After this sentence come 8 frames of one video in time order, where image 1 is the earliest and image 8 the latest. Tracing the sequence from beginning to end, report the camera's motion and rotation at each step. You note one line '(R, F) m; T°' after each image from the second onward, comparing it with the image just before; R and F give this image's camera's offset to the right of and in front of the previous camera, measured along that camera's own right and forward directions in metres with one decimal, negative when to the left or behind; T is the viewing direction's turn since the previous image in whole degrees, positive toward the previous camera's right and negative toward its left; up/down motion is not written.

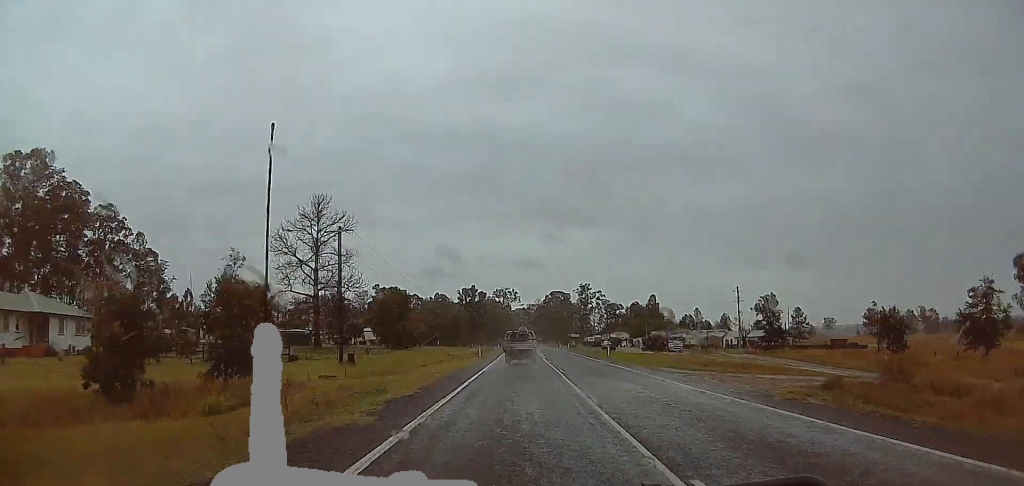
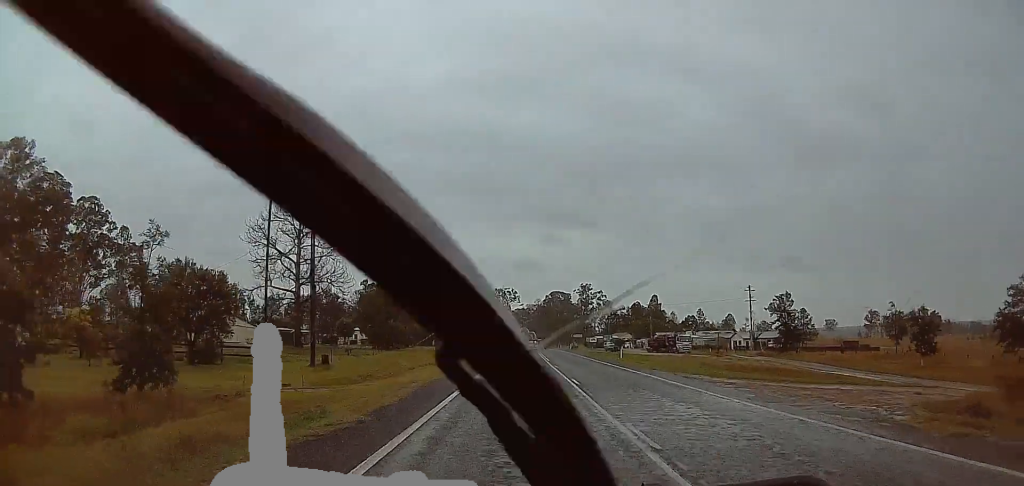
(0.0, +7.2) m; 0°
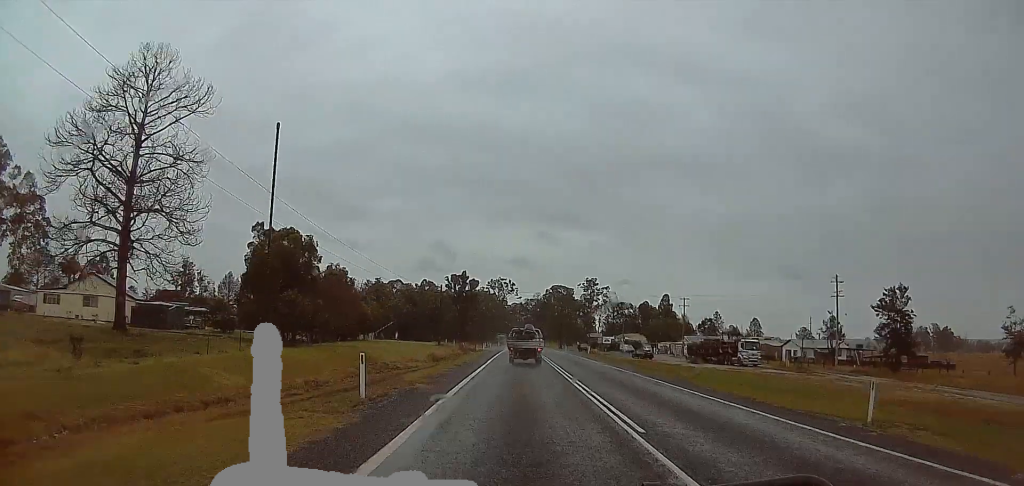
(0.0, +34.6) m; 0°
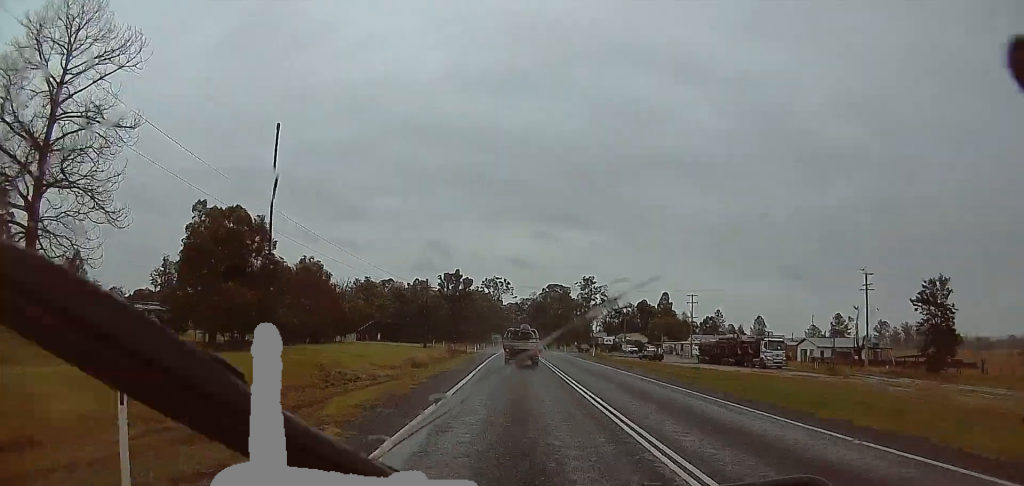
(0.0, +8.9) m; -1°
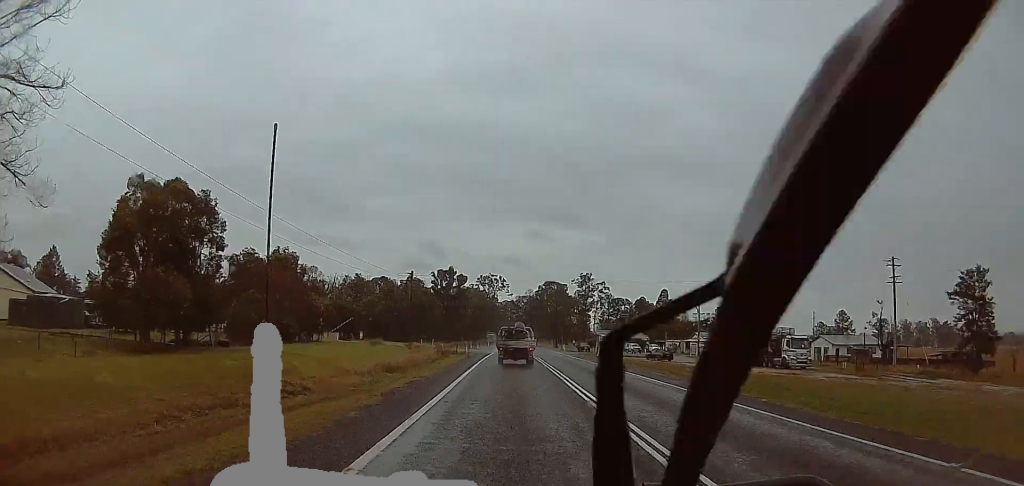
(+0.1, +6.6) m; -1°
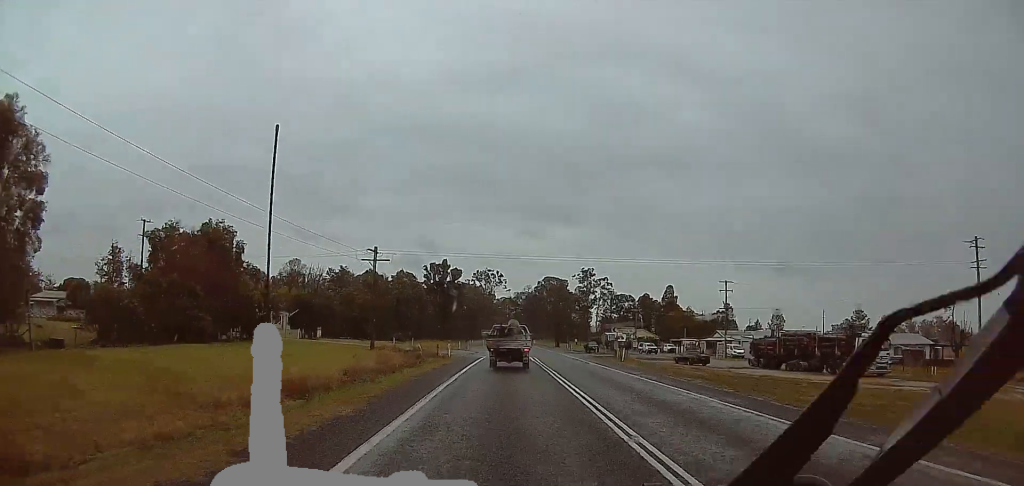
(-0.4, +14.8) m; 0°
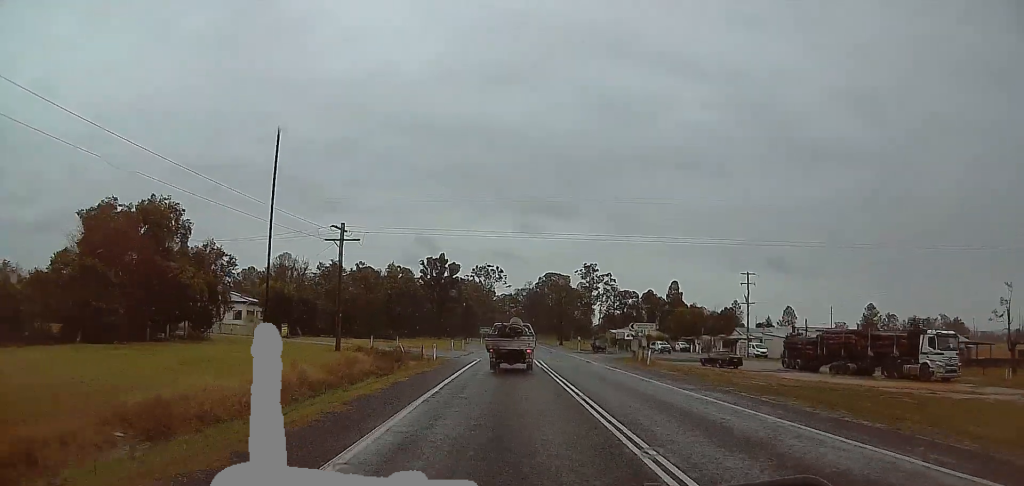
(+0.3, +9.3) m; +2°
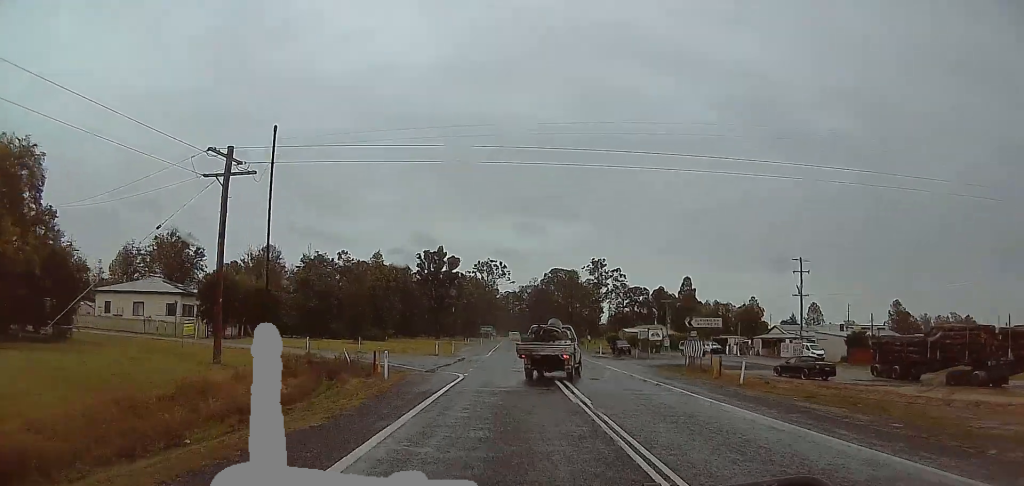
(+0.3, +17.5) m; 0°
